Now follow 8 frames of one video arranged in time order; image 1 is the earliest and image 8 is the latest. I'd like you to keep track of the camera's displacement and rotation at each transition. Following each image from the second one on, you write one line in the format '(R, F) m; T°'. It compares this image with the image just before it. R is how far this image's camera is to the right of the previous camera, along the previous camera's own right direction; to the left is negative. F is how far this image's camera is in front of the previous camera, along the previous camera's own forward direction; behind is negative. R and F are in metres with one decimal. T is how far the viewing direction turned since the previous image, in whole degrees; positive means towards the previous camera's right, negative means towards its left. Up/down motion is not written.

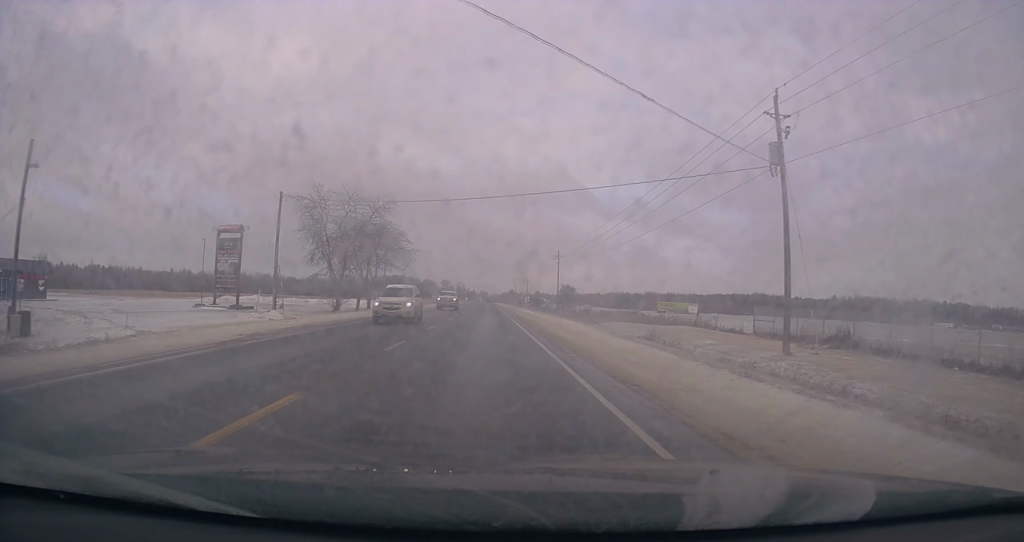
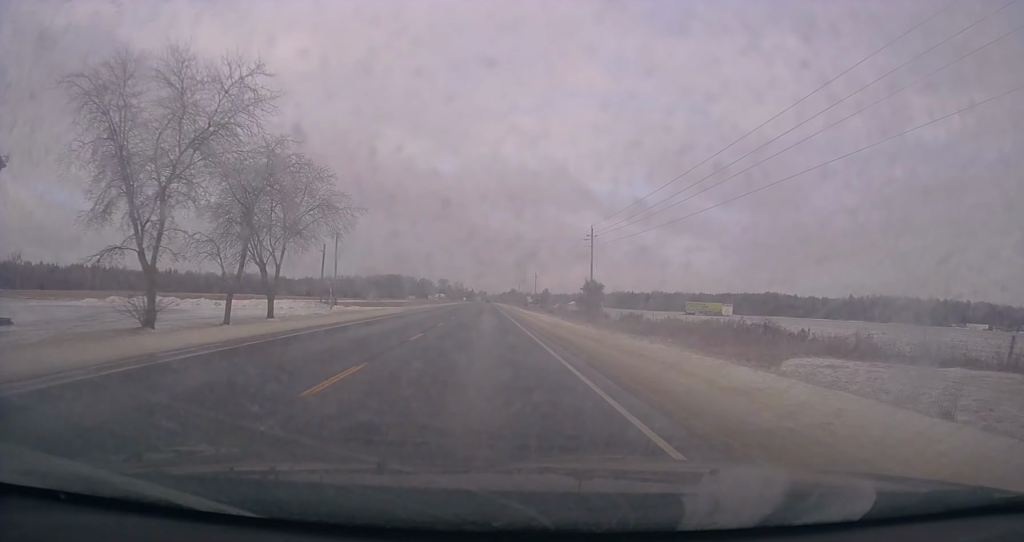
(-0.2, +32.5) m; 0°
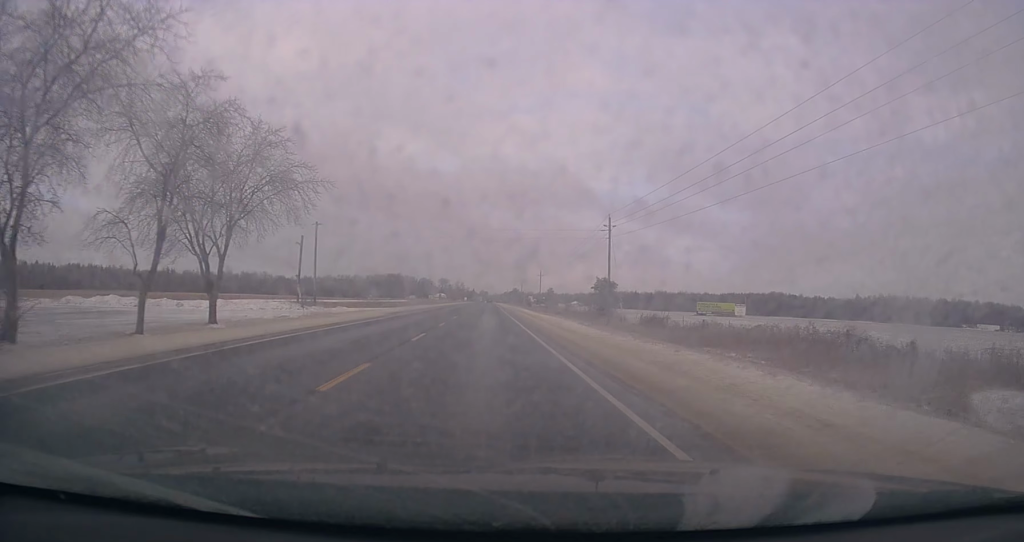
(+0.1, +9.0) m; 0°
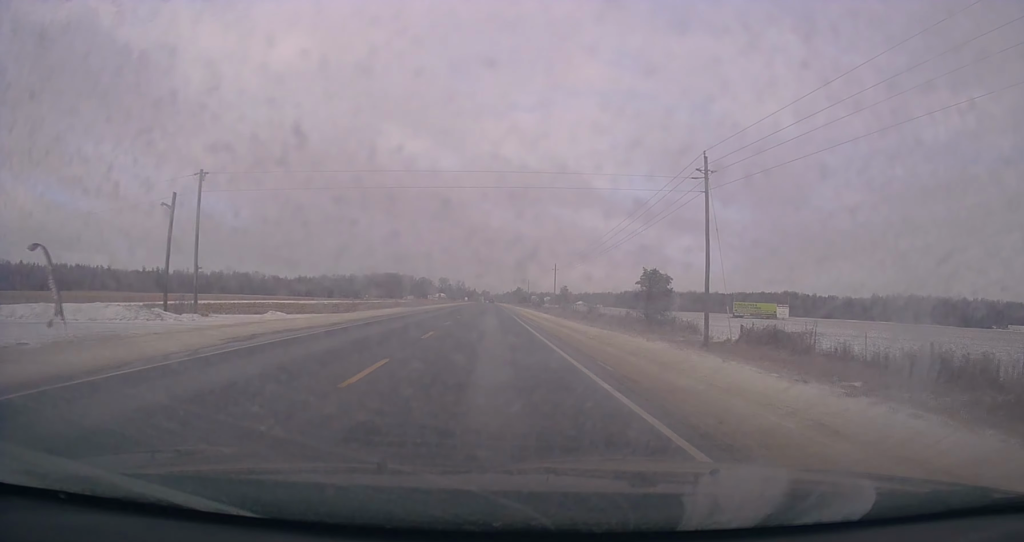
(+0.1, +26.4) m; -1°
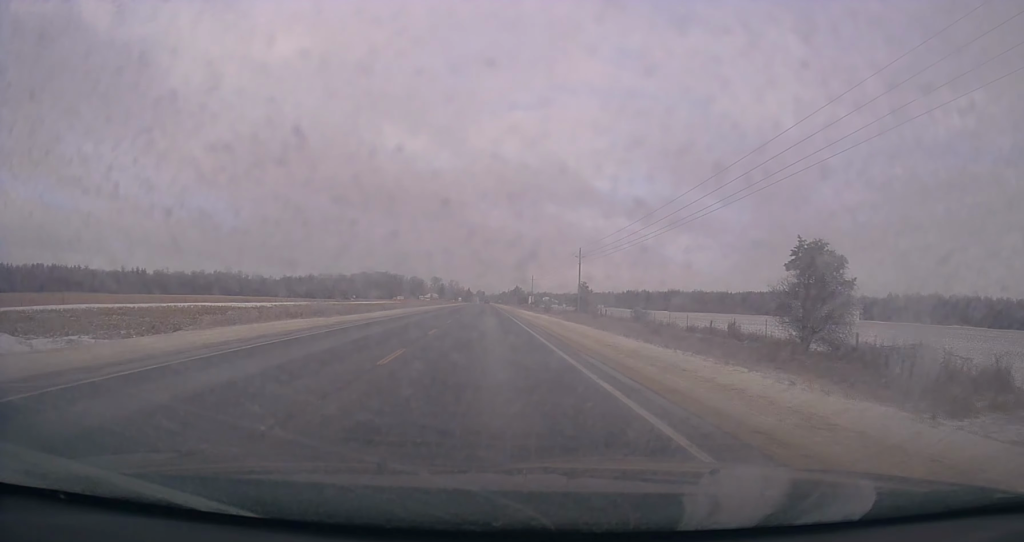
(0.0, +34.1) m; +1°
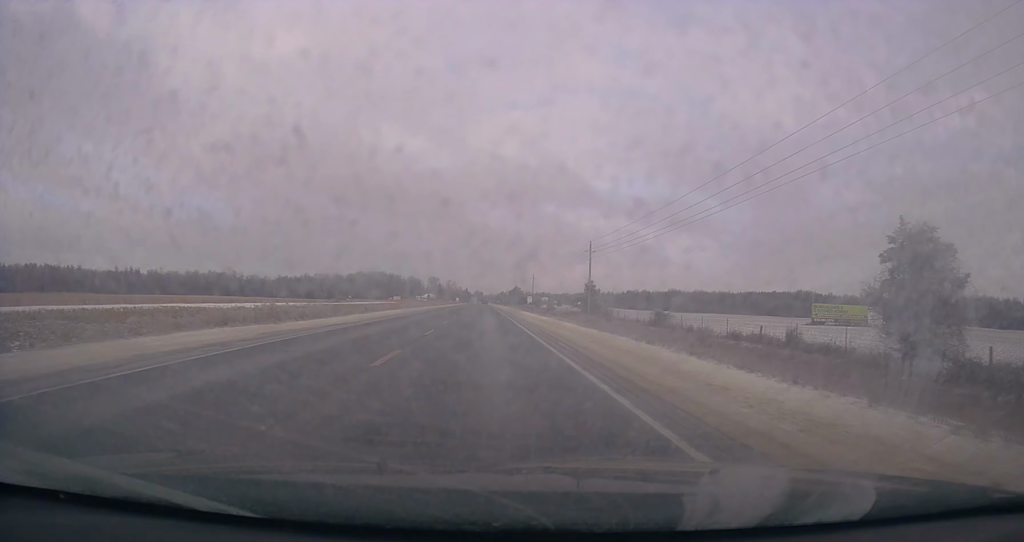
(+0.2, +9.2) m; 0°
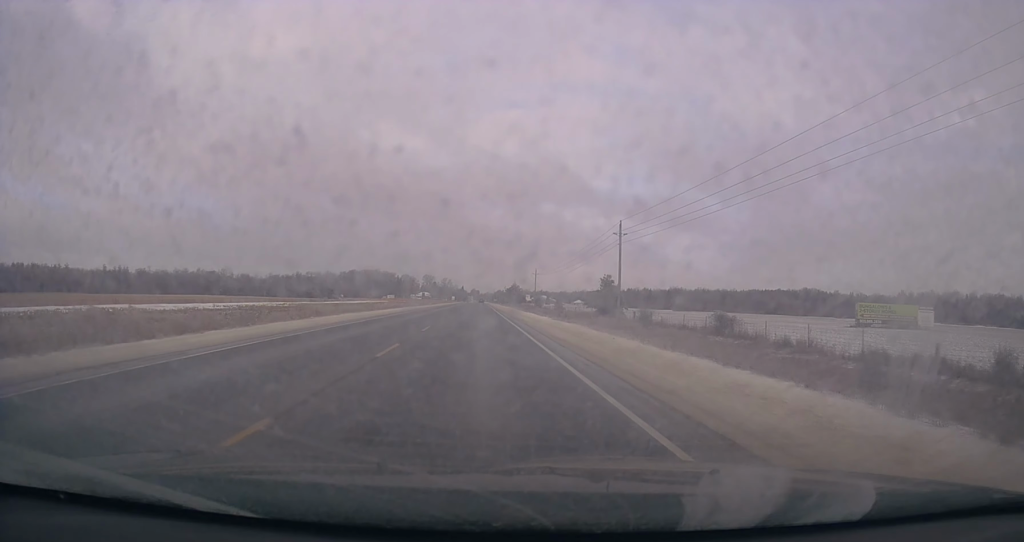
(0.0, +16.7) m; 0°
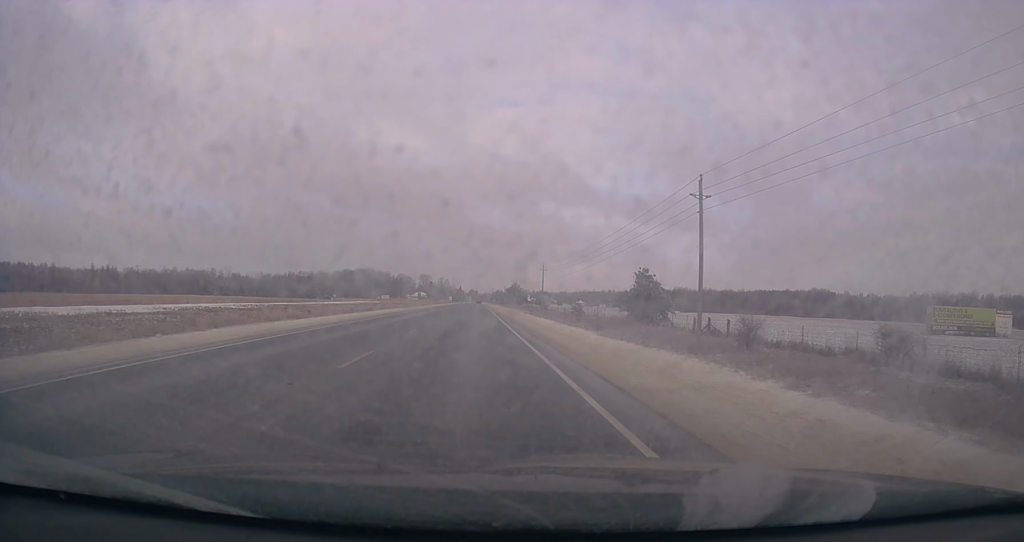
(-0.1, +19.7) m; -1°
